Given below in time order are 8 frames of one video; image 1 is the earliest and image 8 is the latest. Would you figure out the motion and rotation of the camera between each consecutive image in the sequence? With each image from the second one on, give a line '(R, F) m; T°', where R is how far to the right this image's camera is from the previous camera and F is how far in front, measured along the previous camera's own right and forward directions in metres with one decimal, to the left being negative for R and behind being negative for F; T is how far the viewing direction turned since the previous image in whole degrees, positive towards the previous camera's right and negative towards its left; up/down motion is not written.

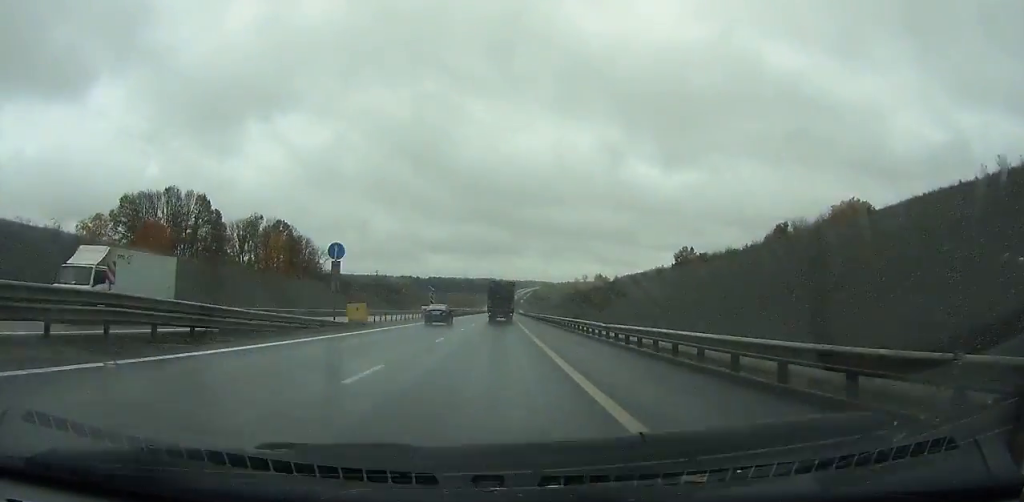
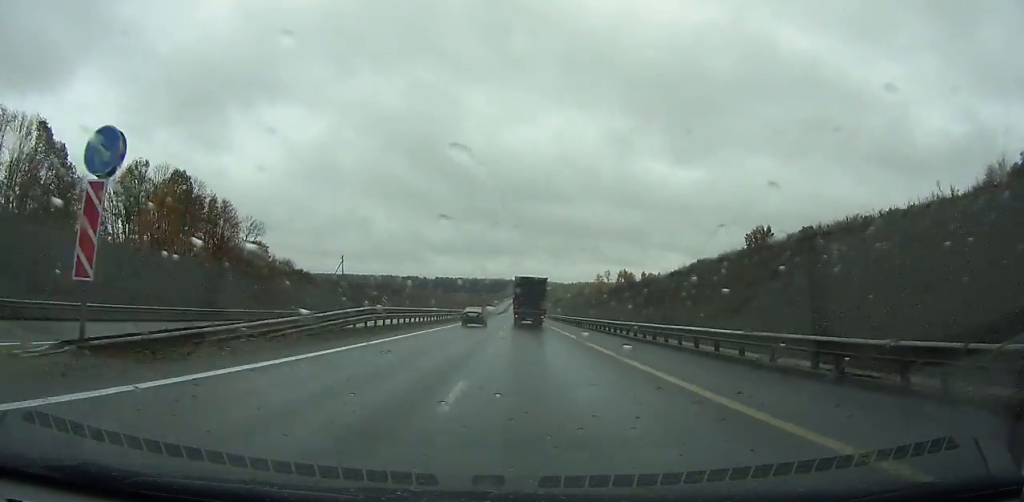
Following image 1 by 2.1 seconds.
(0.0, +63.8) m; 0°
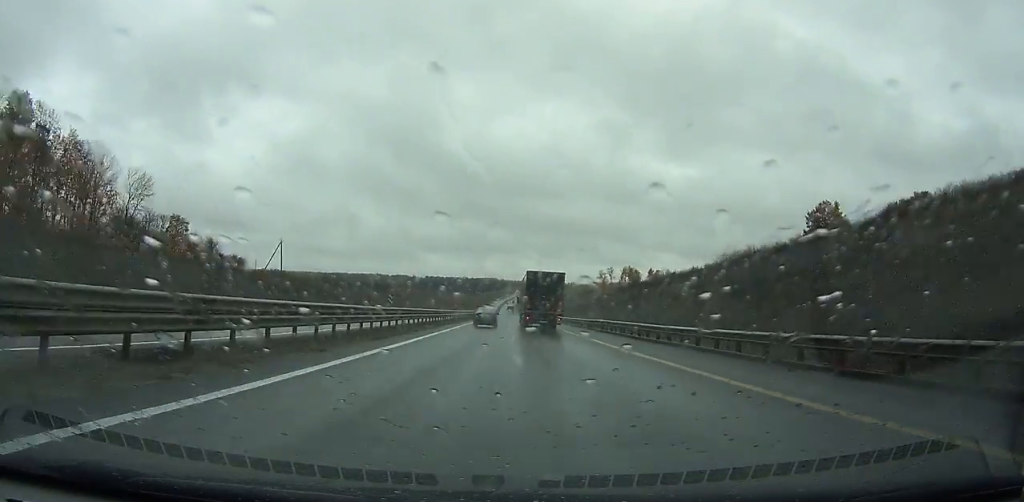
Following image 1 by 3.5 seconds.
(-0.4, +42.2) m; 0°
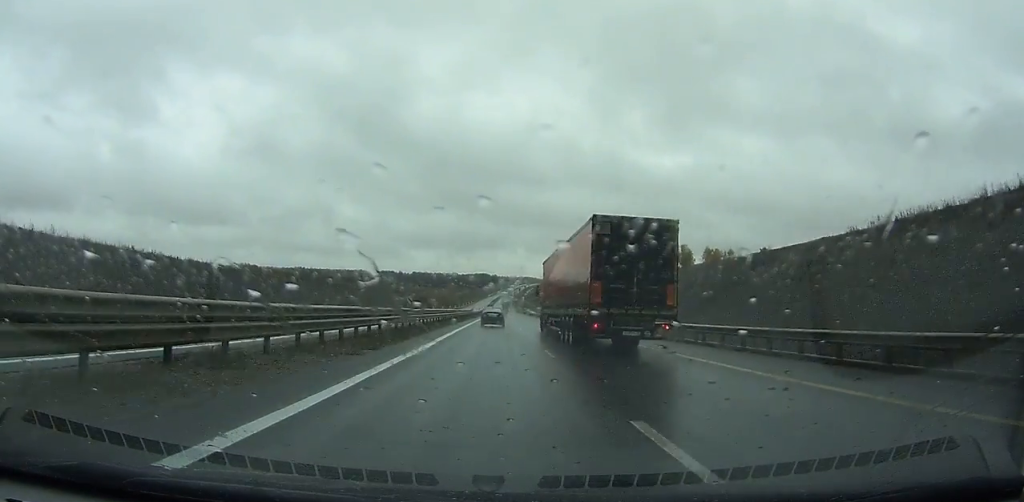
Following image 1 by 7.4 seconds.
(+1.3, +115.8) m; +1°
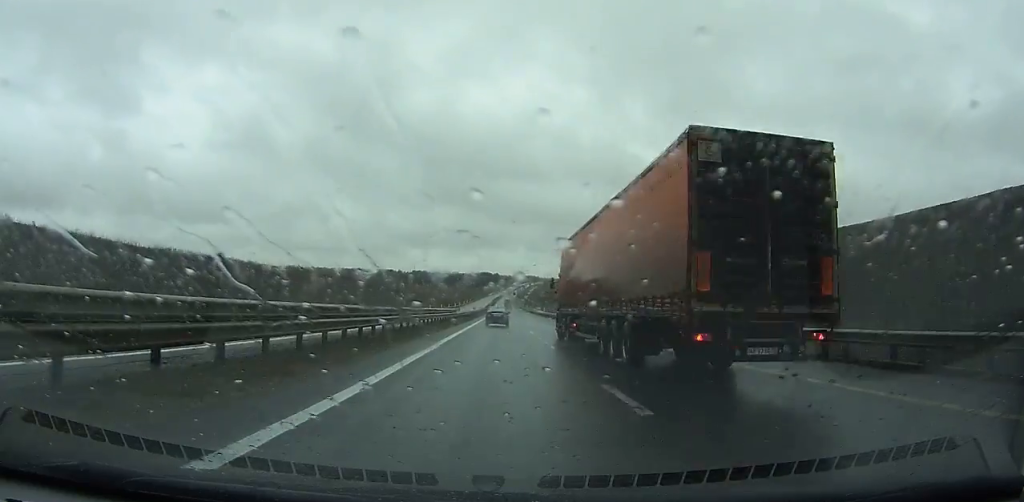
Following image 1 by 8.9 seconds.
(0.0, +44.1) m; 0°
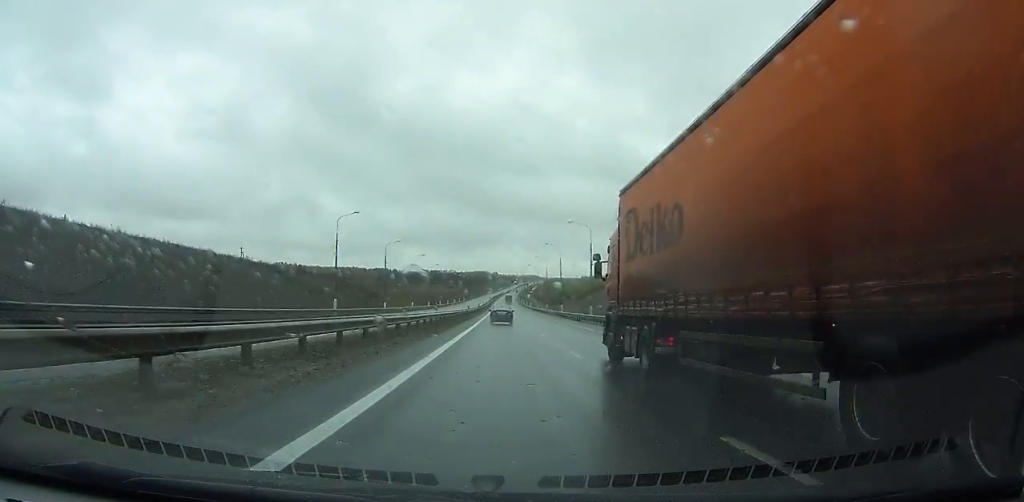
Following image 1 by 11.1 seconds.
(0.0, +64.4) m; 0°
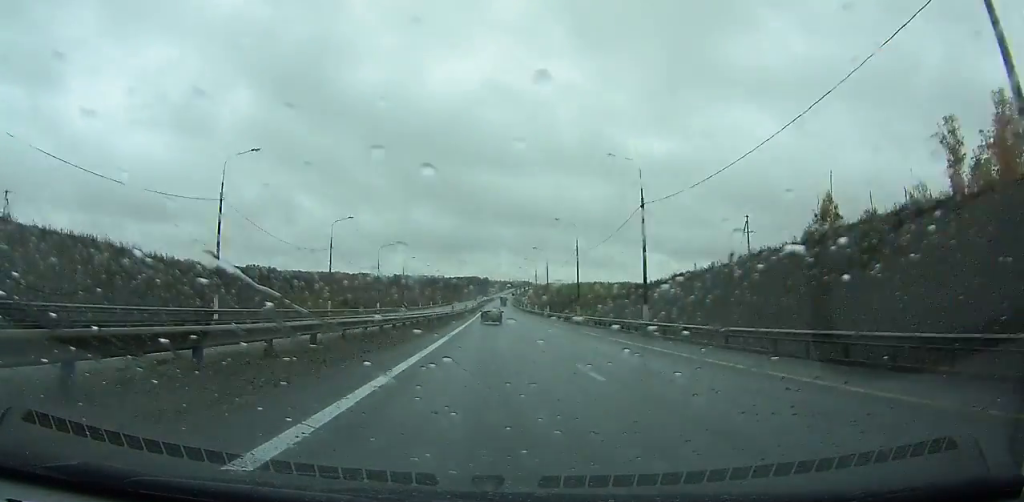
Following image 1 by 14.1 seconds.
(+0.2, +87.2) m; 0°
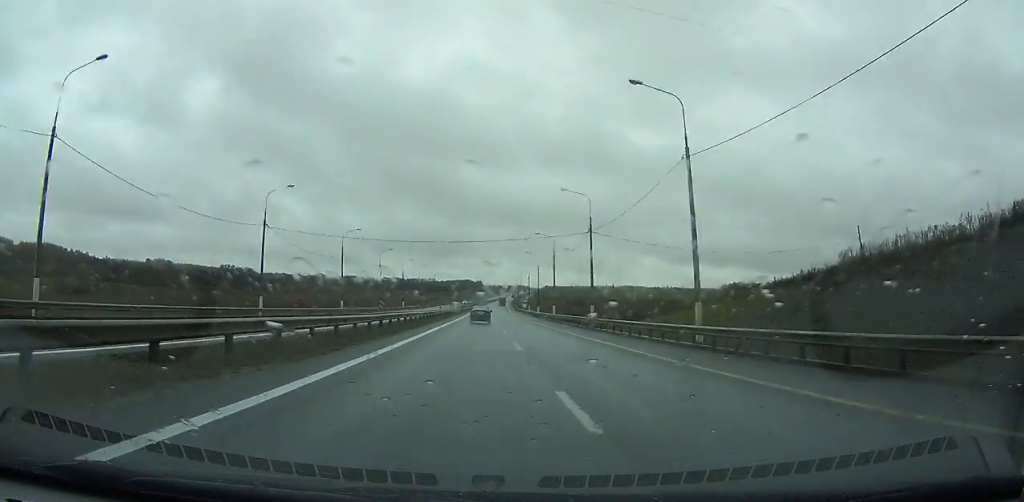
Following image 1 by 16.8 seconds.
(+0.3, +78.2) m; 0°
